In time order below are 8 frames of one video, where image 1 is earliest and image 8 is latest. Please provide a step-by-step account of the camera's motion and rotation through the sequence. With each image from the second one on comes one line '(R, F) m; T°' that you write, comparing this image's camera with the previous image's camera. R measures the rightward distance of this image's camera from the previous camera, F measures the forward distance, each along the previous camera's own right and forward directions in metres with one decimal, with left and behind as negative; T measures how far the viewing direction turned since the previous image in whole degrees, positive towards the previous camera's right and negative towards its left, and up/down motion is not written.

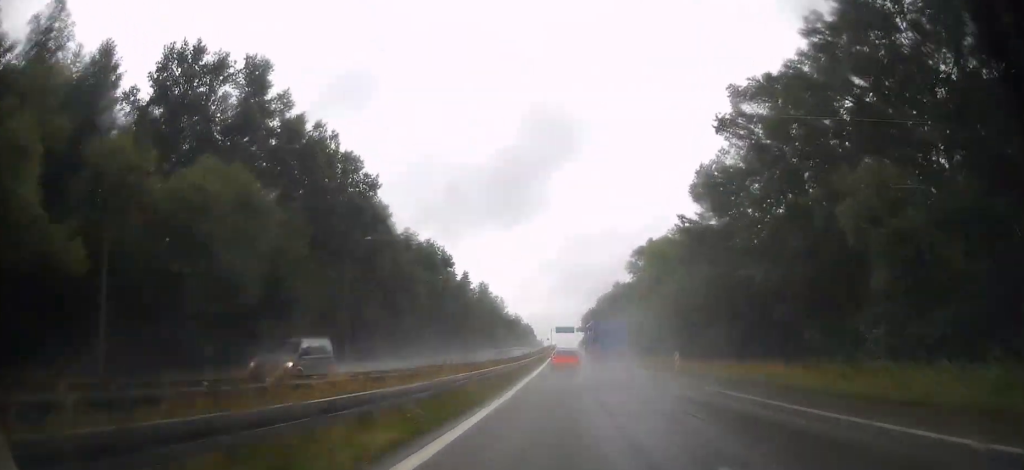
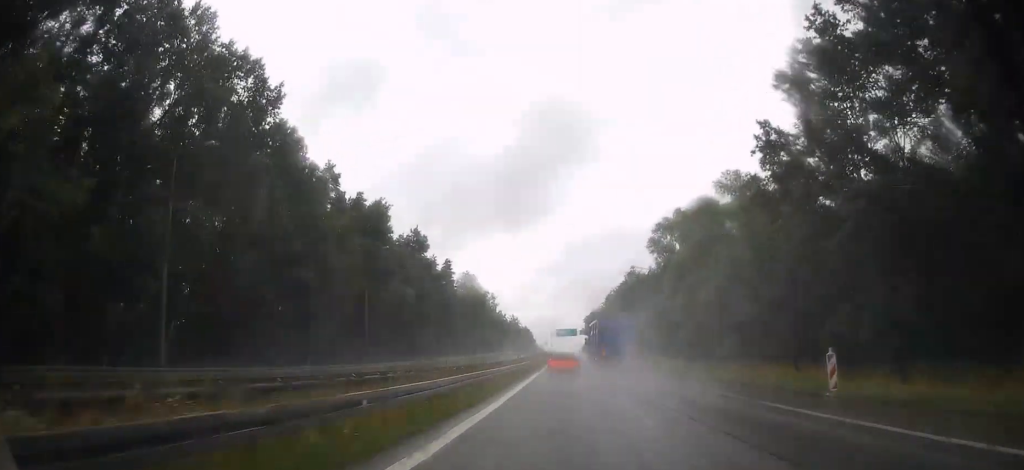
(-0.1, +24.9) m; +1°
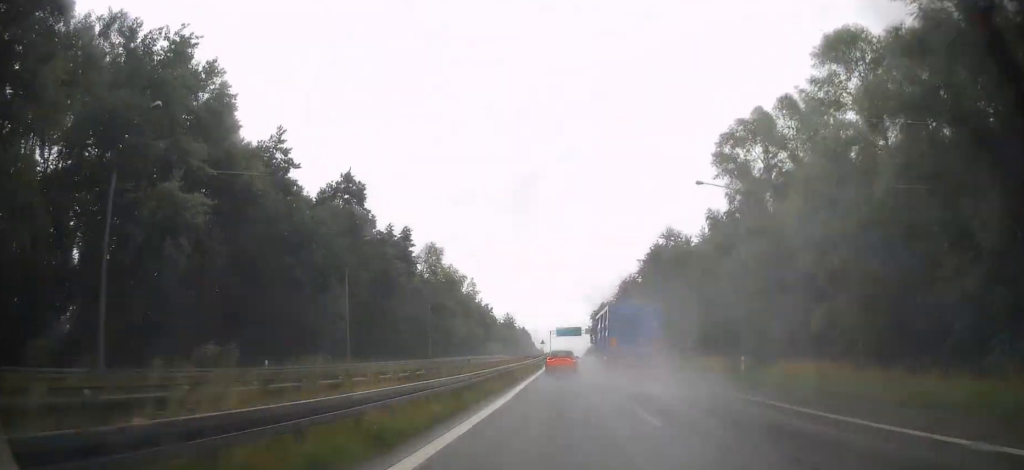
(+0.4, +34.1) m; 0°
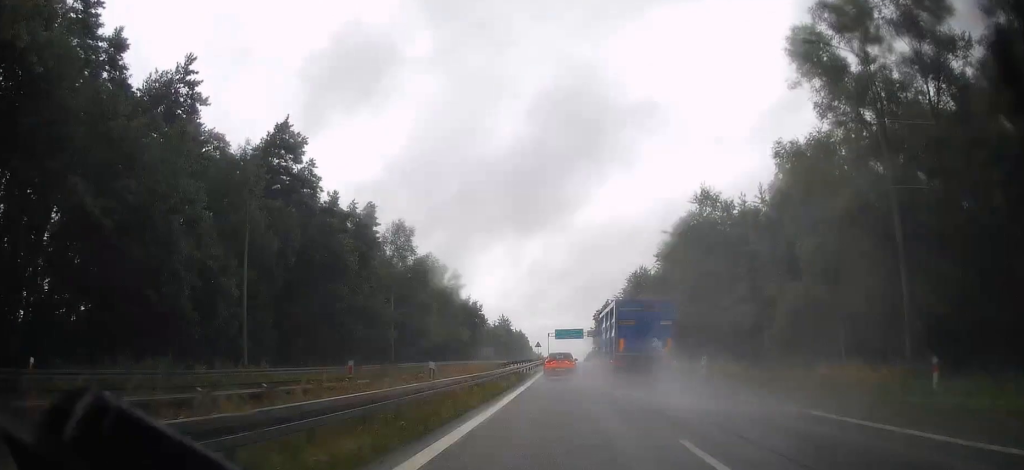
(0.0, +17.3) m; -1°
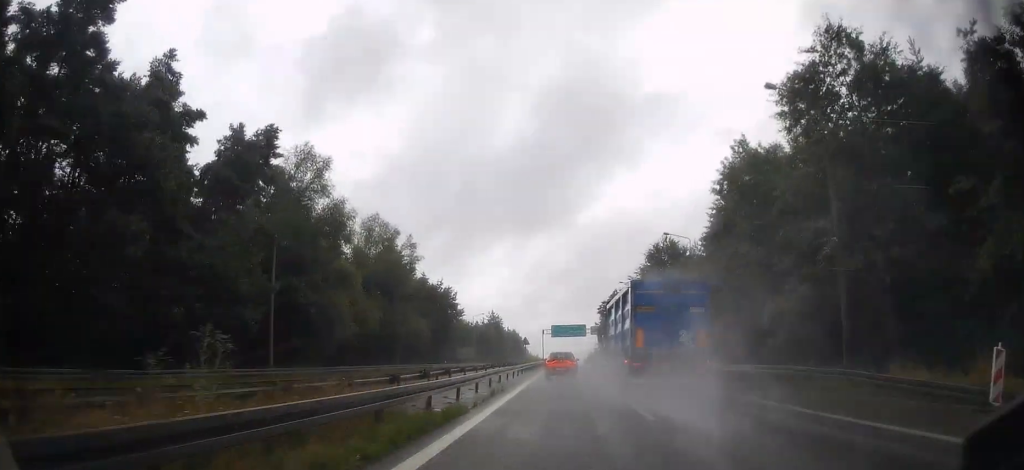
(-0.4, +26.6) m; 0°
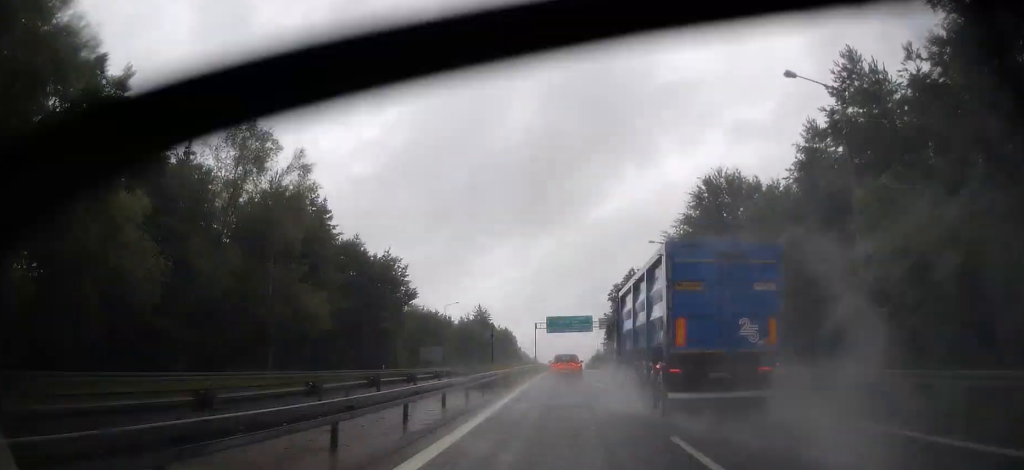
(+0.6, +29.1) m; +1°
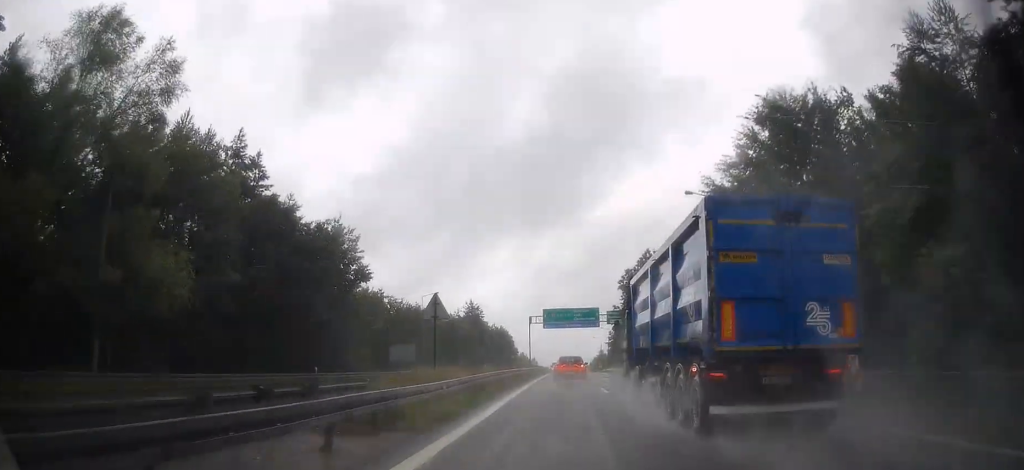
(-0.1, +15.8) m; 0°
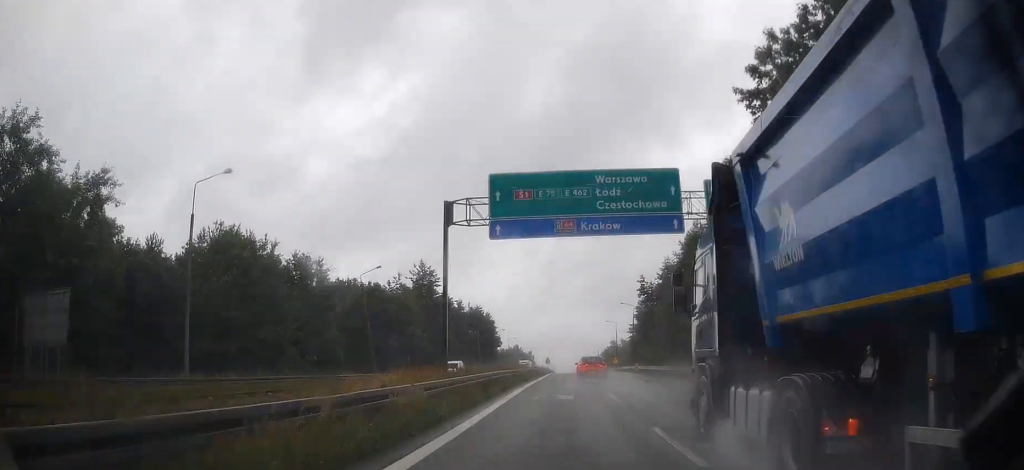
(-0.5, +54.0) m; -1°
